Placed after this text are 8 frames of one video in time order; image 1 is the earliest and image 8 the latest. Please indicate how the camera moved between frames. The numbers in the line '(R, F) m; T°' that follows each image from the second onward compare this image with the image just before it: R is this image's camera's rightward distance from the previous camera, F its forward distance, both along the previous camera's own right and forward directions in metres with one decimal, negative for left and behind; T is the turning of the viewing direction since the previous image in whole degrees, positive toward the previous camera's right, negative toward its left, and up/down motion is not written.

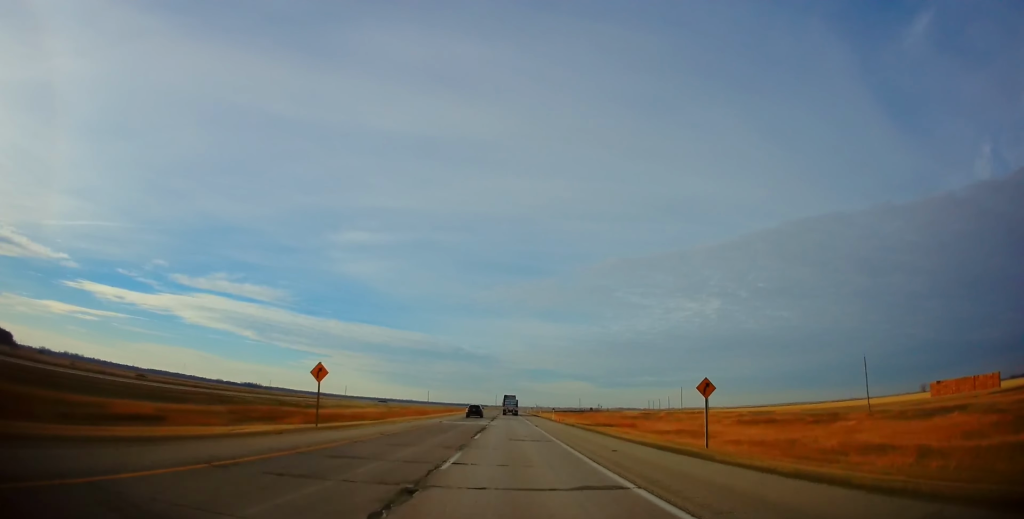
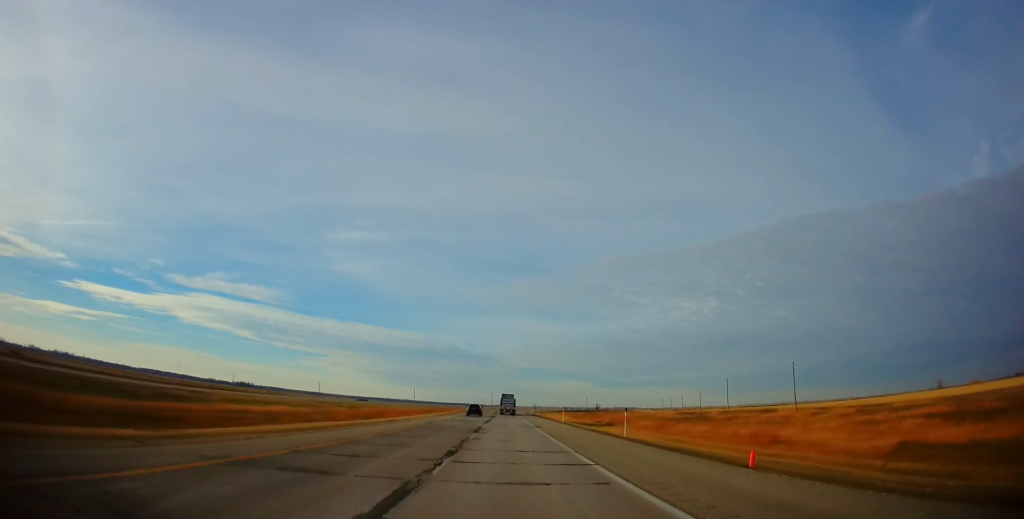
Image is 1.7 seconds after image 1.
(-0.2, +50.1) m; 0°
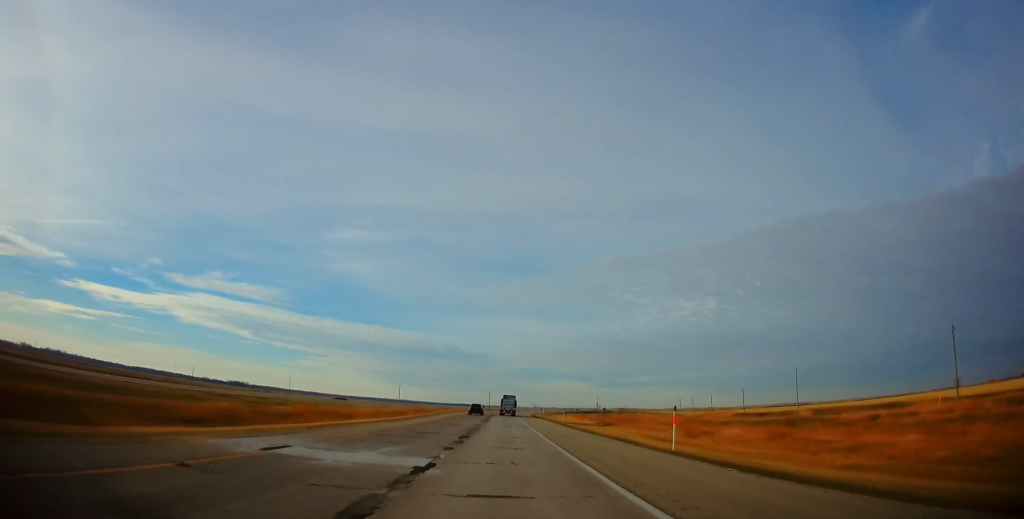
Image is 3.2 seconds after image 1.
(0.0, +45.8) m; 0°
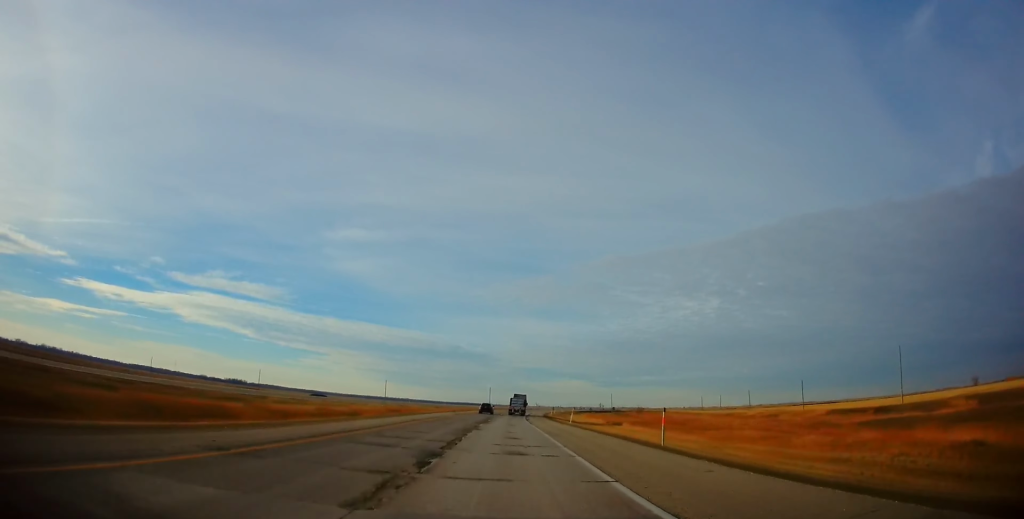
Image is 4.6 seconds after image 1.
(+0.3, +40.4) m; 0°
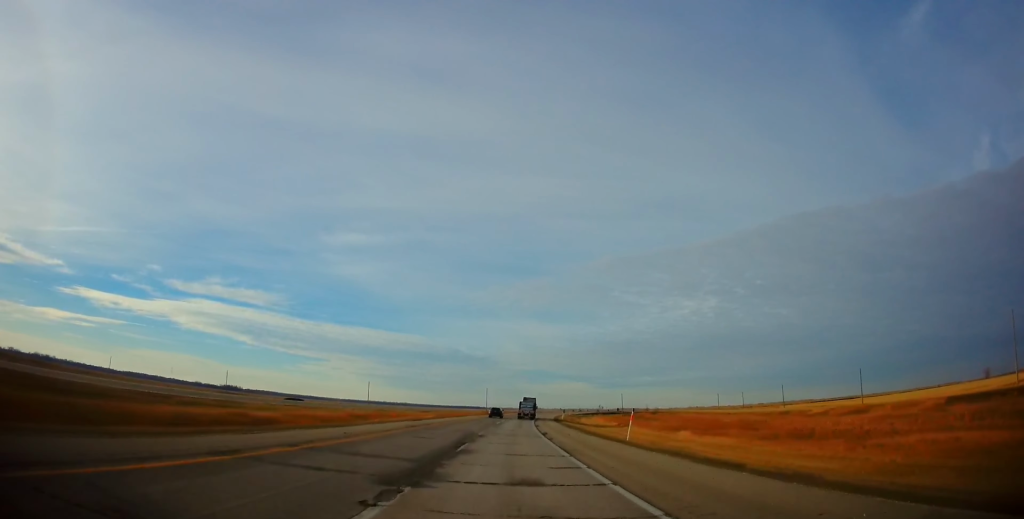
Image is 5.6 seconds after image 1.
(-0.7, +29.3) m; 0°
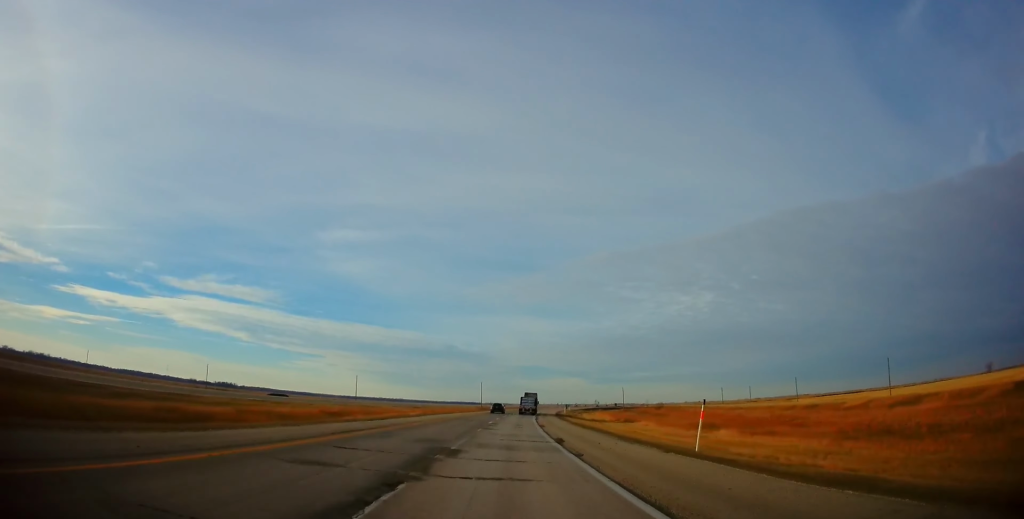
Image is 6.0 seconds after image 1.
(+0.3, +12.8) m; +1°
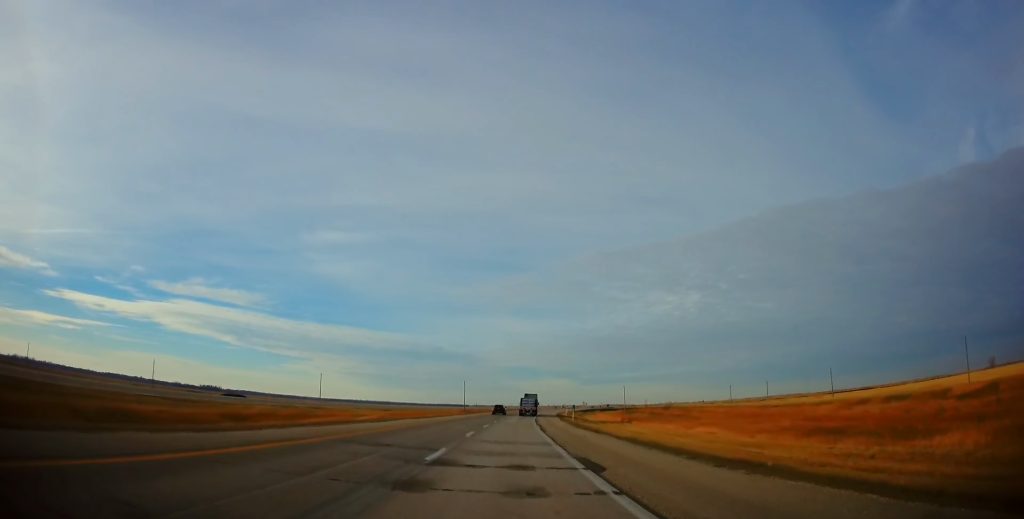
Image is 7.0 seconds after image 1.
(+0.6, +28.6) m; +2°
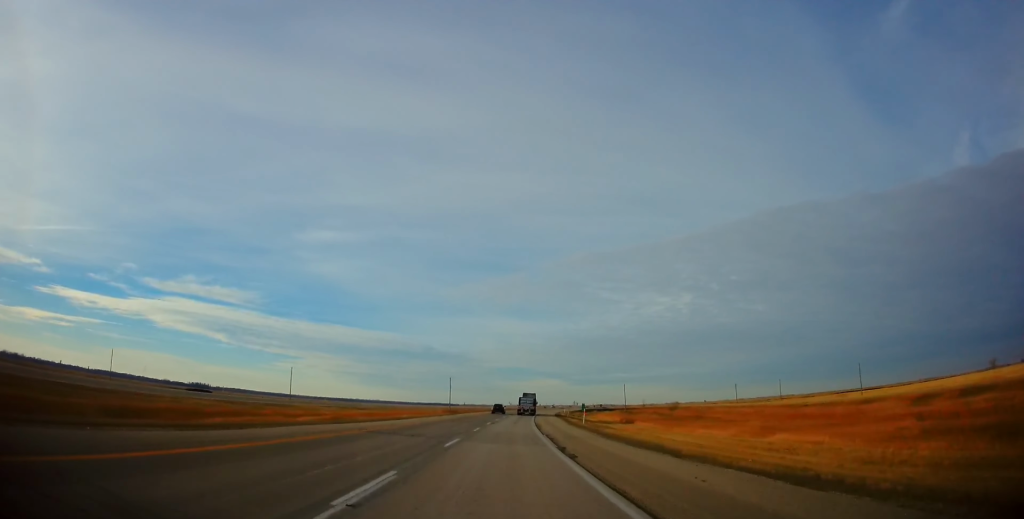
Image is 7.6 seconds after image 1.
(+0.3, +18.7) m; 0°
